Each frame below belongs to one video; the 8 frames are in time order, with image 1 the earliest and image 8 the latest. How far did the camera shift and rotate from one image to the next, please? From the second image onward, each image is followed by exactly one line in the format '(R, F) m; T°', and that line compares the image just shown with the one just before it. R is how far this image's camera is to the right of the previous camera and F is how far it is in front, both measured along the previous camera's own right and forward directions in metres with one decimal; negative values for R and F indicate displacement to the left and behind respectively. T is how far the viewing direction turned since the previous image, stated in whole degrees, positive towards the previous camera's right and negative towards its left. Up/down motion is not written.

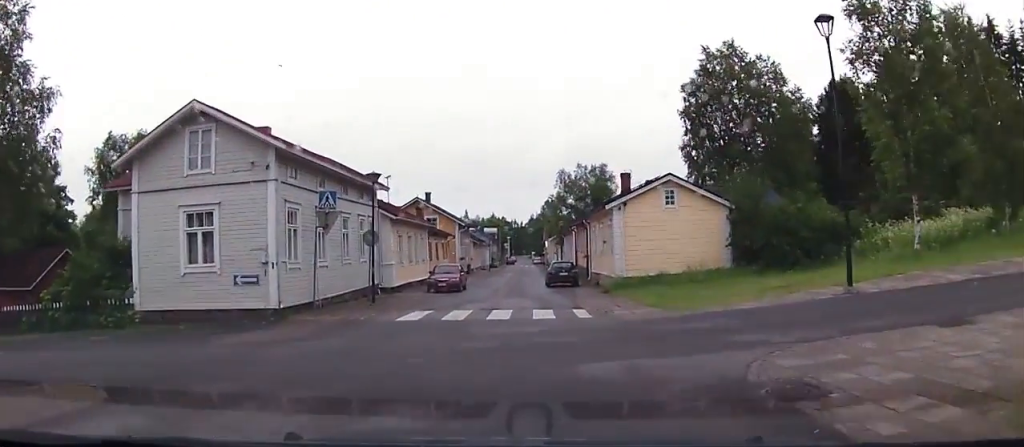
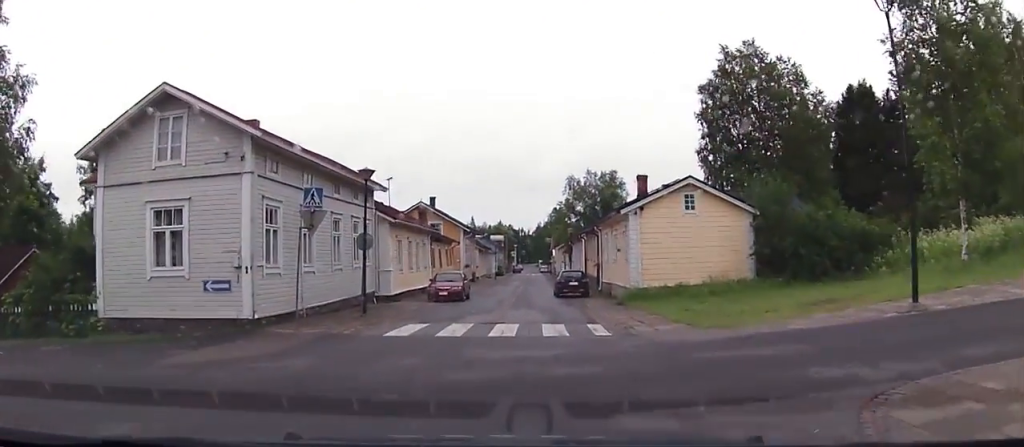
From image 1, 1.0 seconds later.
(+0.1, +3.4) m; +2°
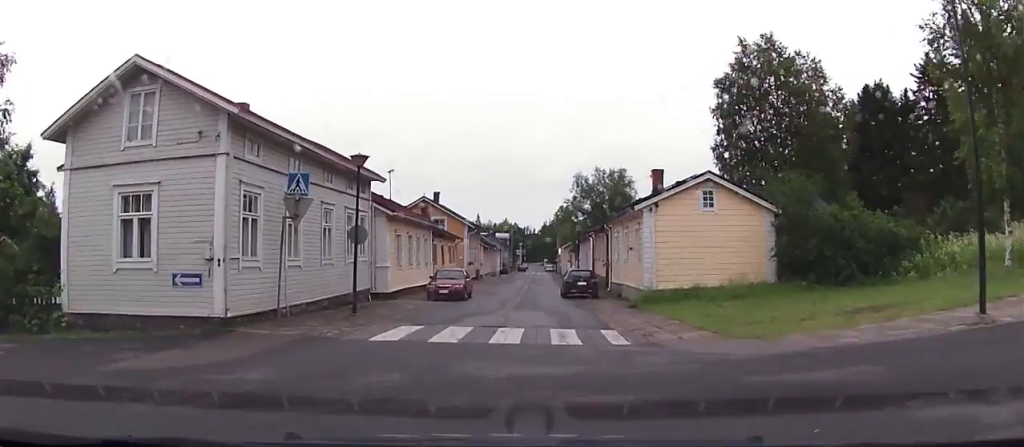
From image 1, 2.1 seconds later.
(+0.7, +3.2) m; -1°
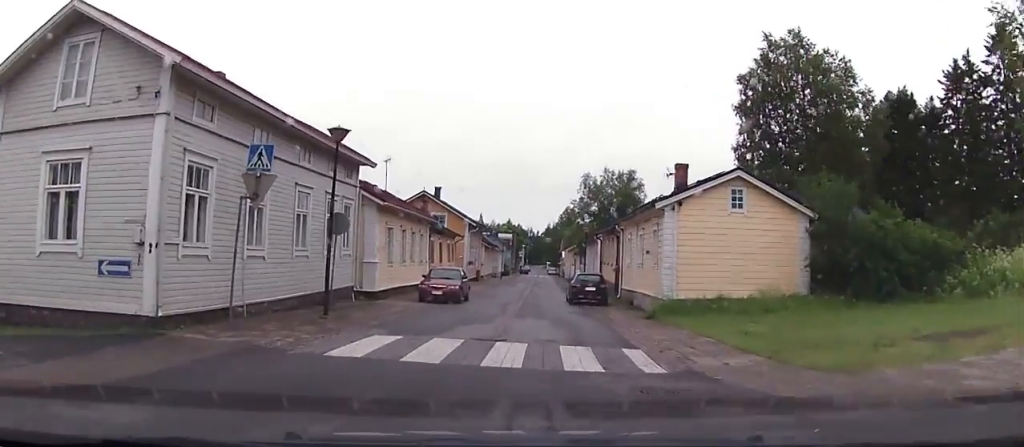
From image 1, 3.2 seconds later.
(-0.3, +4.1) m; -7°
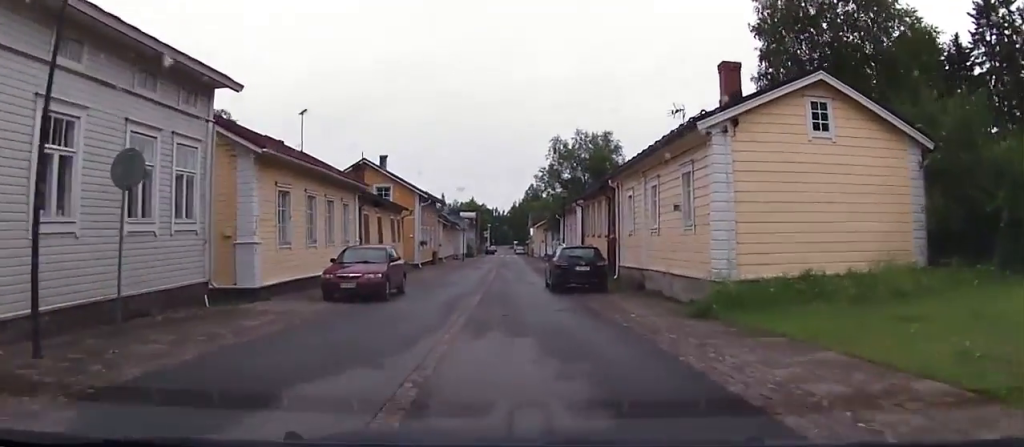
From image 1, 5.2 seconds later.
(-1.5, +8.8) m; -10°
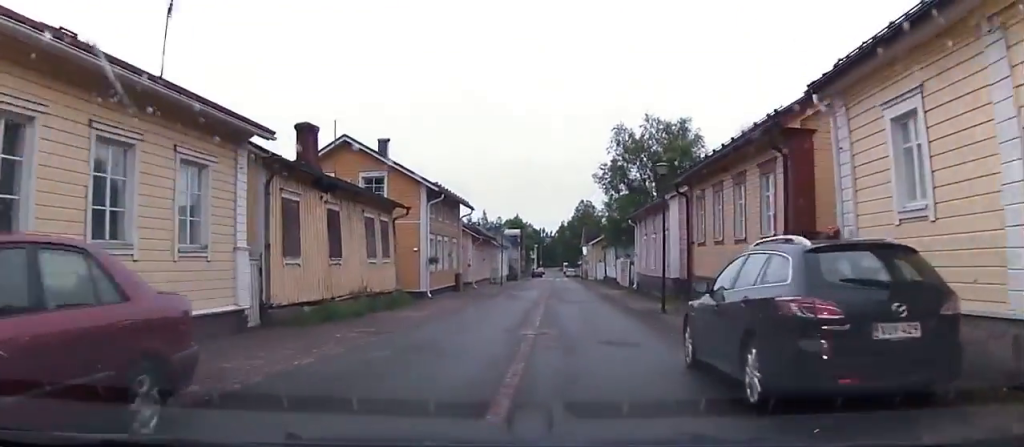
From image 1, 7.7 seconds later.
(+0.2, +14.0) m; +2°
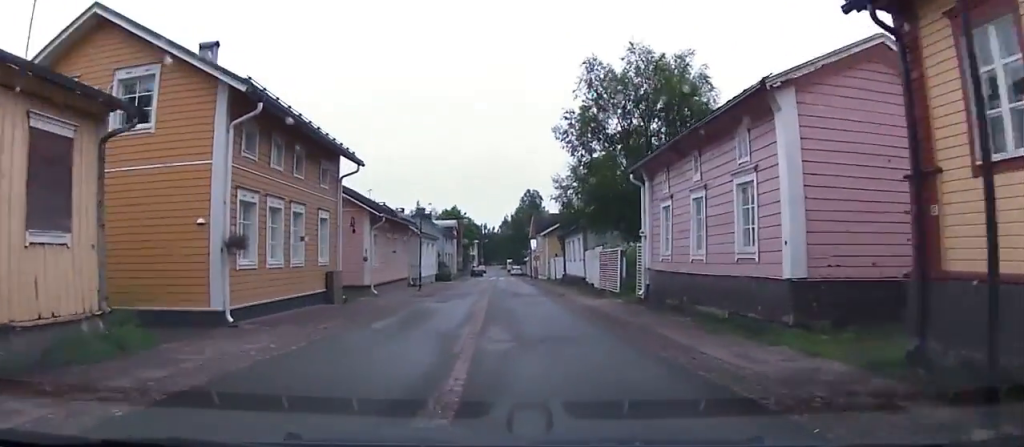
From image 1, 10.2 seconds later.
(0.0, +14.9) m; +2°
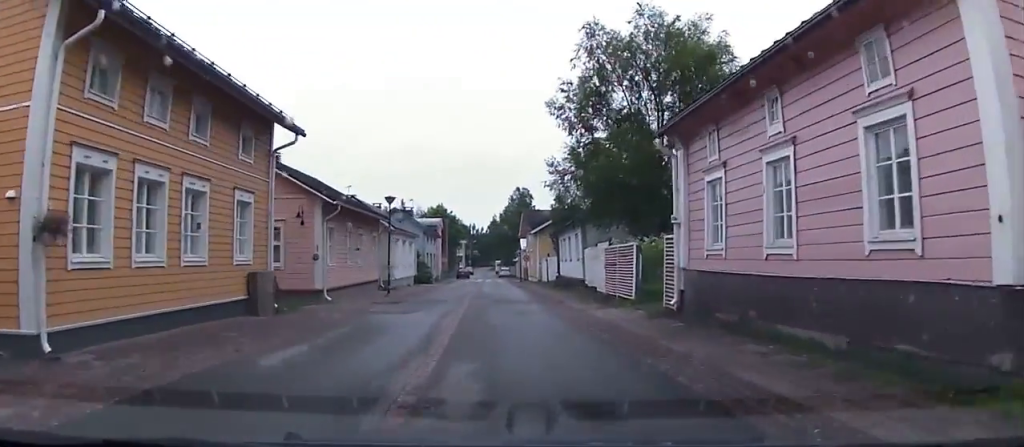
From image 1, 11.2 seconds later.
(+0.1, +5.4) m; +2°
